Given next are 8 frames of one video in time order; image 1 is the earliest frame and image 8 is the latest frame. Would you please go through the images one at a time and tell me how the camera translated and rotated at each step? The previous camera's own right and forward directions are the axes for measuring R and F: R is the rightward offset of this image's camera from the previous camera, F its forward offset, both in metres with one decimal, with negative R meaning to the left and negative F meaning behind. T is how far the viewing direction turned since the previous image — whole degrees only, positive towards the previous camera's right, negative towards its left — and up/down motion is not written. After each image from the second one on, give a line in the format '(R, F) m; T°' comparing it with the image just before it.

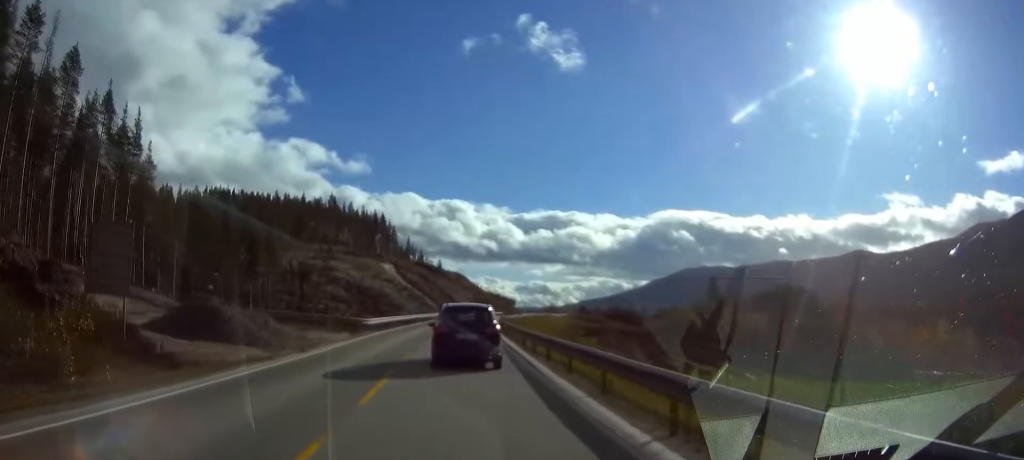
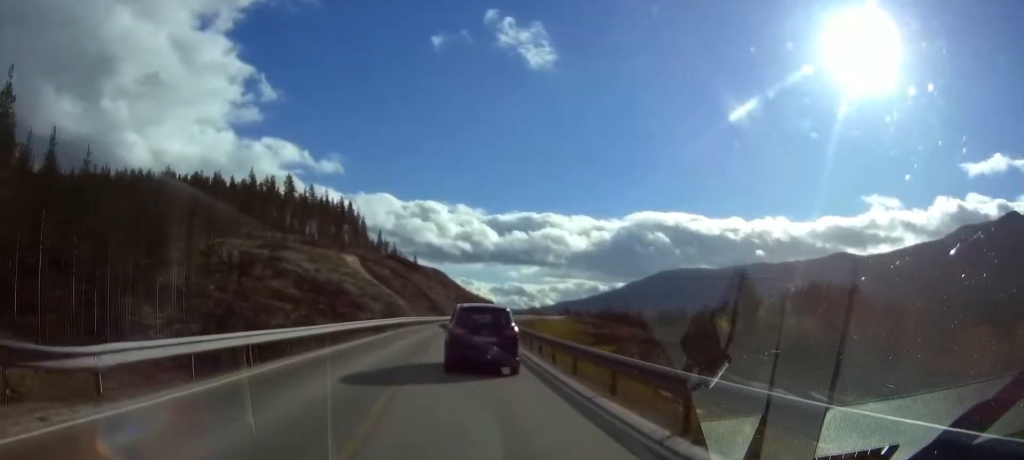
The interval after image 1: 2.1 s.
(+1.2, +30.8) m; +4°
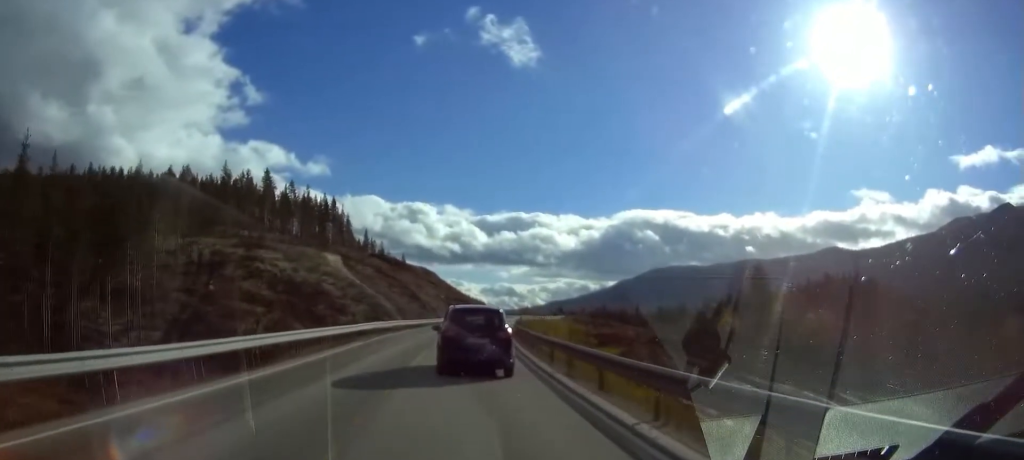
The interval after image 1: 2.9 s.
(0.0, +11.0) m; 0°
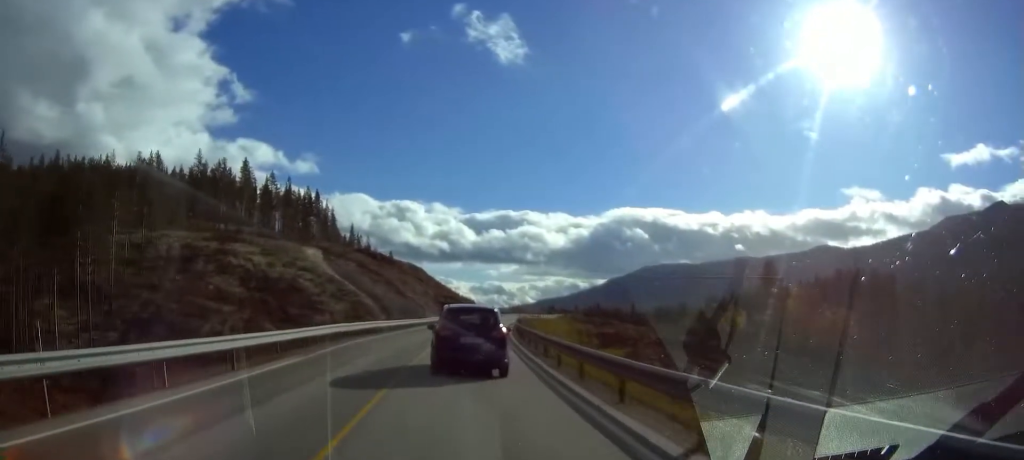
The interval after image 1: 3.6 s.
(0.0, +9.5) m; 0°
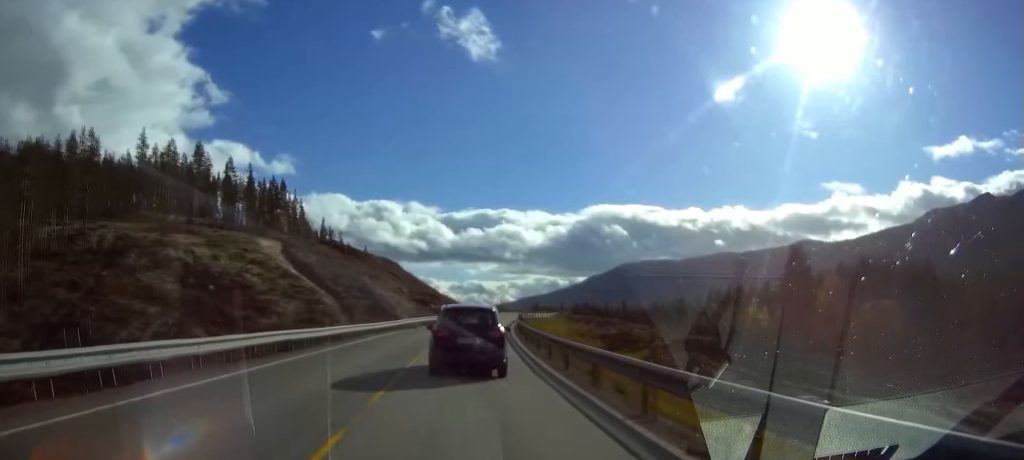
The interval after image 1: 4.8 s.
(0.0, +17.5) m; +2°
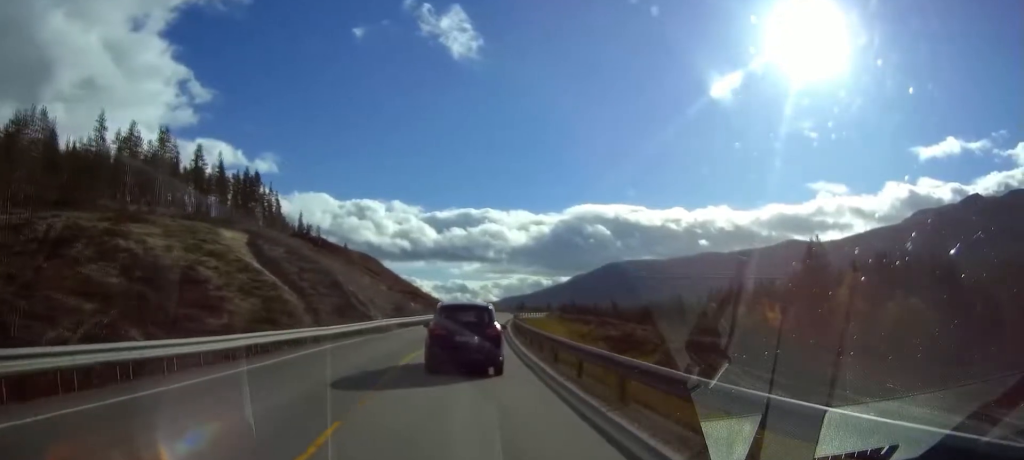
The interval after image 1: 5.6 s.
(-0.4, +10.8) m; +7°
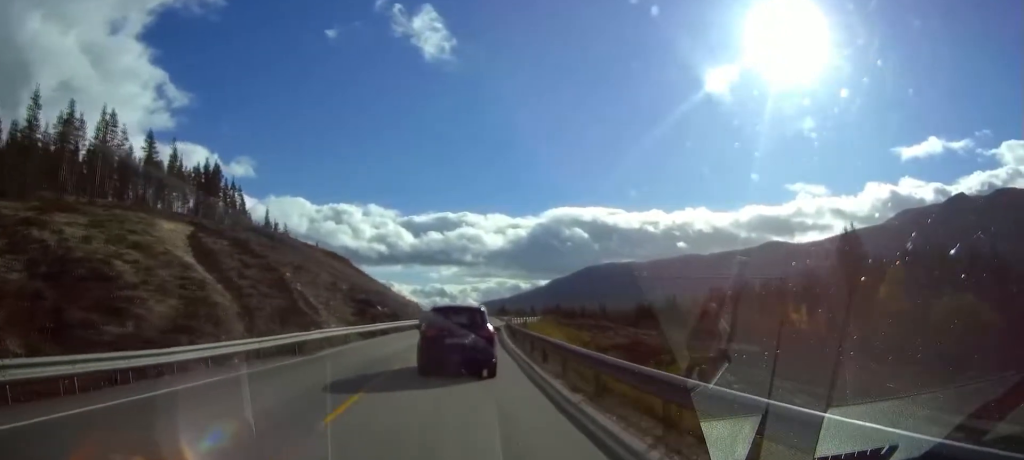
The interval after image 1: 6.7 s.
(+2.4, +14.2) m; +11°
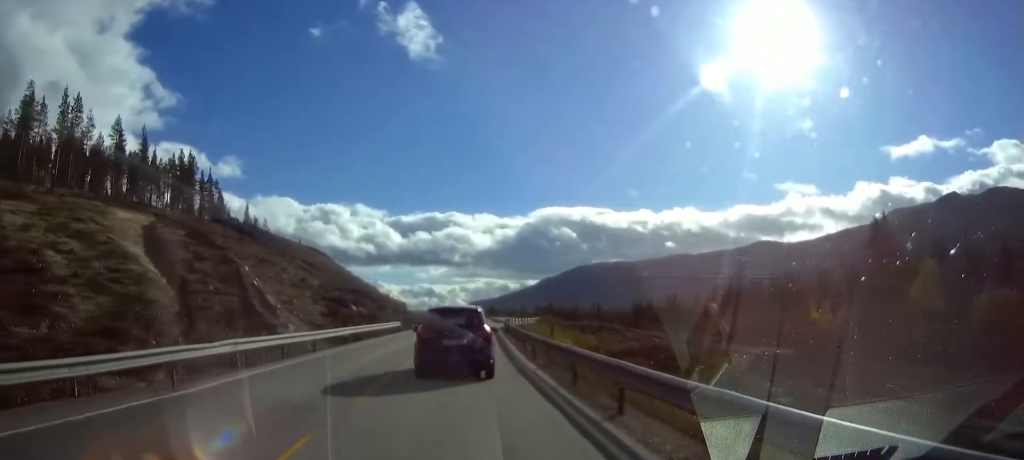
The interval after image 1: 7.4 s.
(+0.3, +9.3) m; -2°
